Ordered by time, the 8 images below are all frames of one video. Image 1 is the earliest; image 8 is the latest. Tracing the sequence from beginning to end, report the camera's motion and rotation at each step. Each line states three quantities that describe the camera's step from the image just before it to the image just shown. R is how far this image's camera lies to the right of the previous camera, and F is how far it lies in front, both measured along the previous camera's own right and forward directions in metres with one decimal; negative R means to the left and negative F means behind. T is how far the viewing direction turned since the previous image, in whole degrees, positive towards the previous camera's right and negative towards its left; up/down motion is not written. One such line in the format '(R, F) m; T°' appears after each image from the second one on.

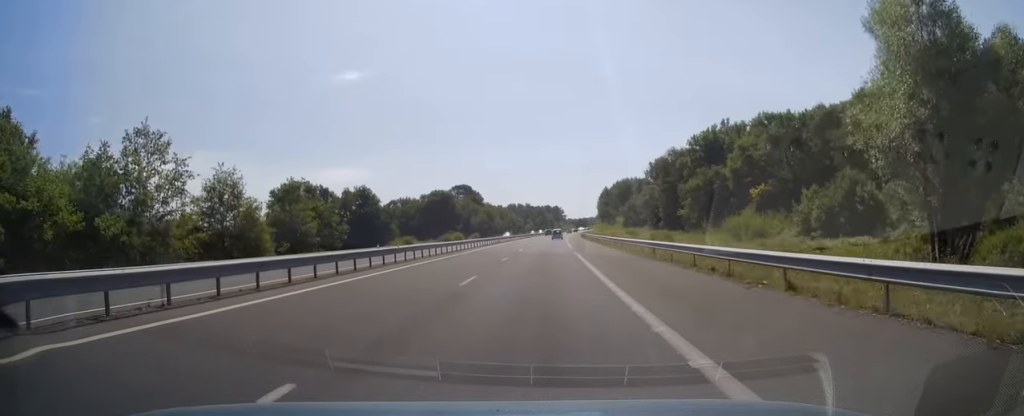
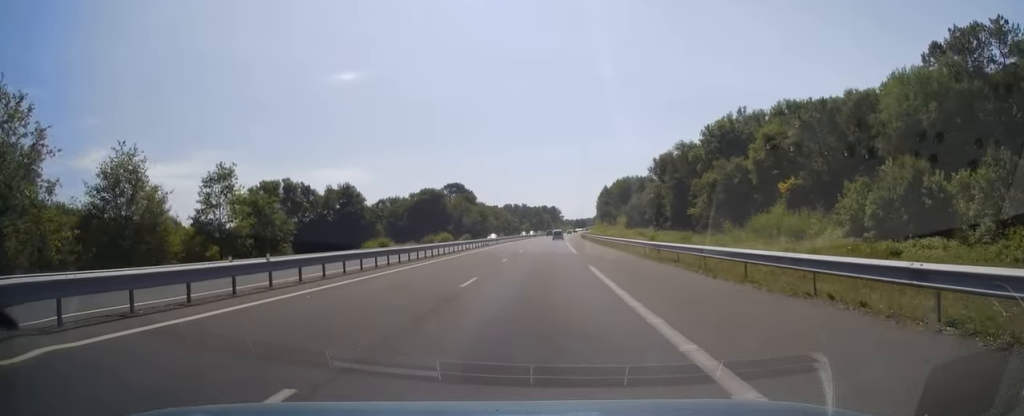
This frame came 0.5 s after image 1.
(0.0, +13.2) m; 0°
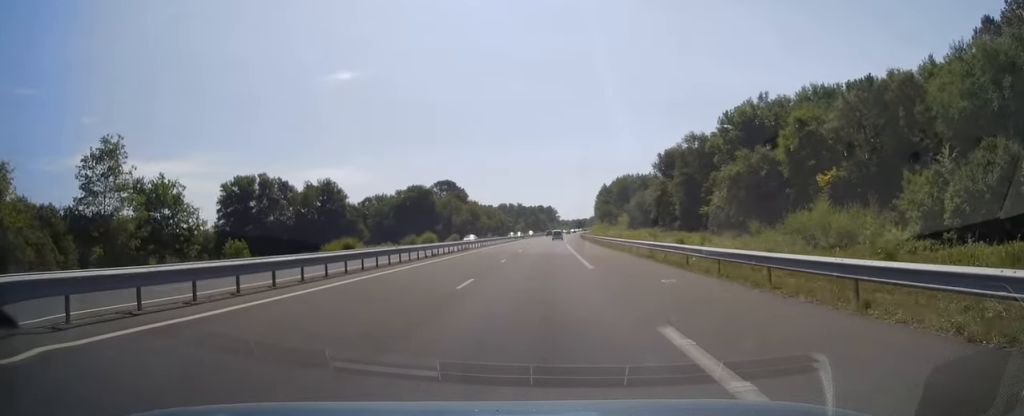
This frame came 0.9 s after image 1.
(0.0, +13.7) m; 0°
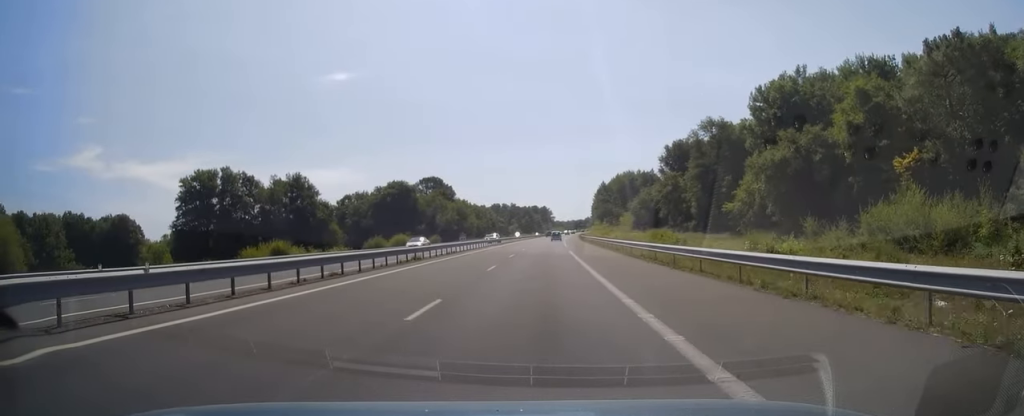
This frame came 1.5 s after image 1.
(0.0, +18.1) m; +1°
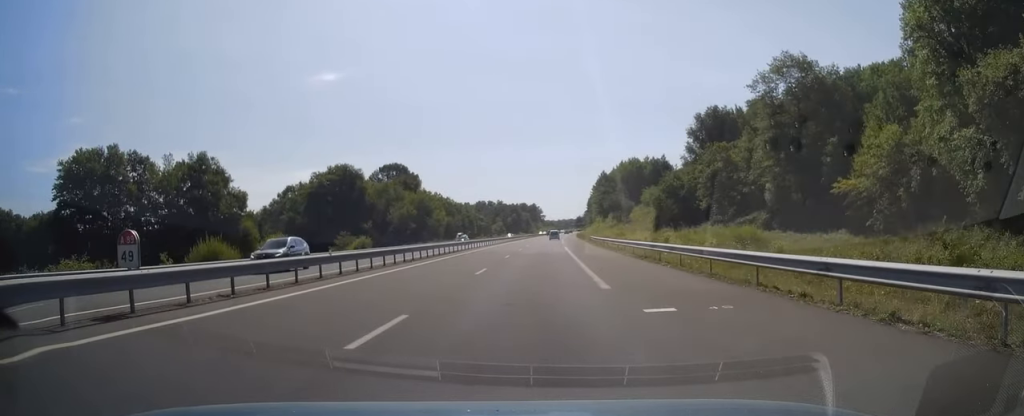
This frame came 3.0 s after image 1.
(+0.6, +41.6) m; +1°
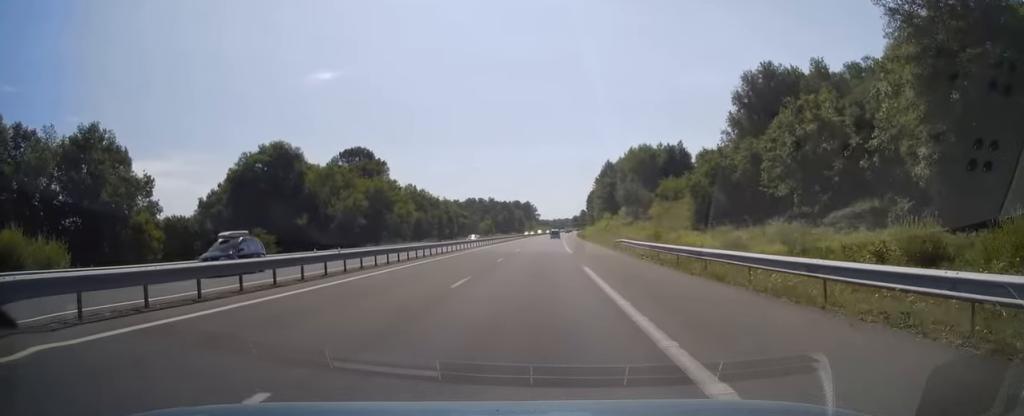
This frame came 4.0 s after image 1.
(+0.2, +31.3) m; +1°
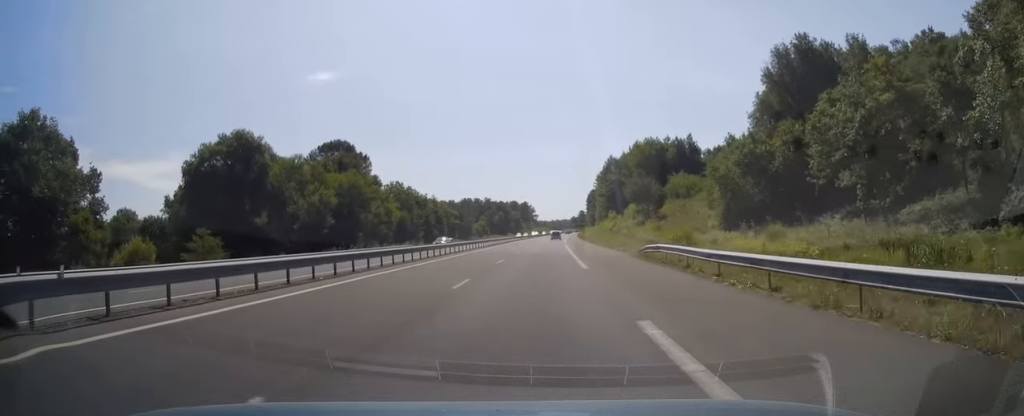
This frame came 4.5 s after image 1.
(+0.2, +13.3) m; 0°
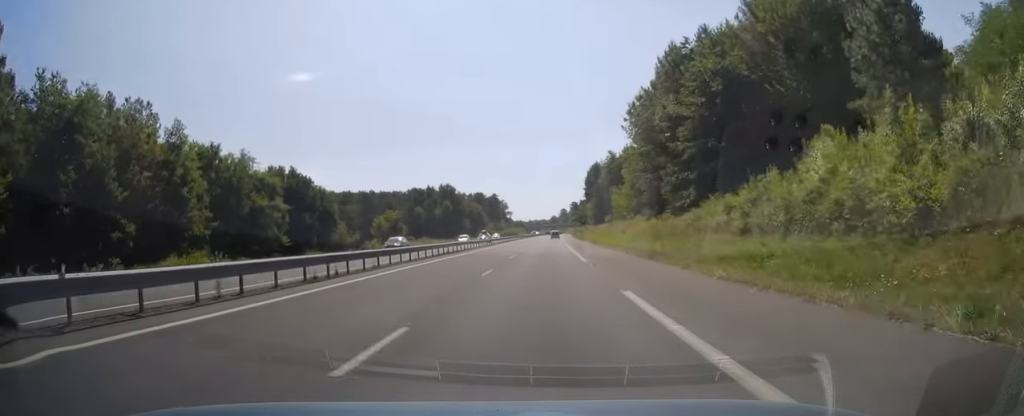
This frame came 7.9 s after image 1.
(+0.9, +101.0) m; +2°
